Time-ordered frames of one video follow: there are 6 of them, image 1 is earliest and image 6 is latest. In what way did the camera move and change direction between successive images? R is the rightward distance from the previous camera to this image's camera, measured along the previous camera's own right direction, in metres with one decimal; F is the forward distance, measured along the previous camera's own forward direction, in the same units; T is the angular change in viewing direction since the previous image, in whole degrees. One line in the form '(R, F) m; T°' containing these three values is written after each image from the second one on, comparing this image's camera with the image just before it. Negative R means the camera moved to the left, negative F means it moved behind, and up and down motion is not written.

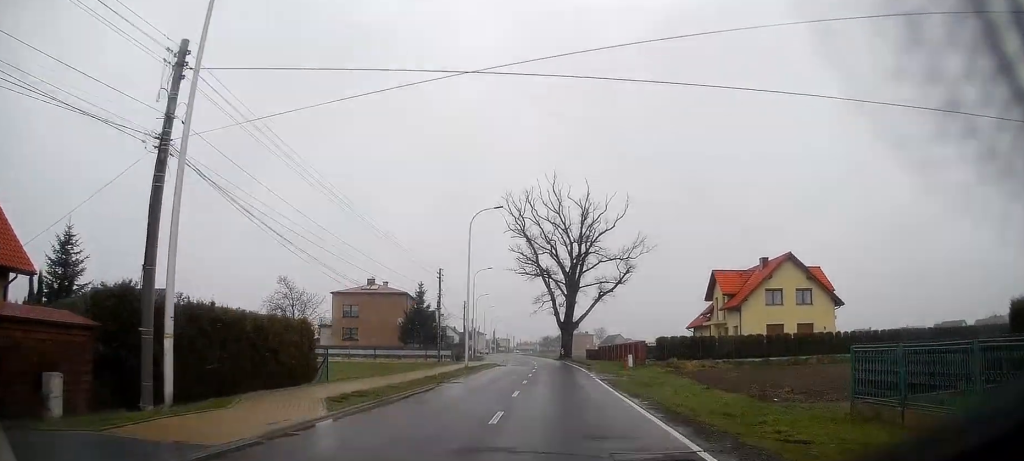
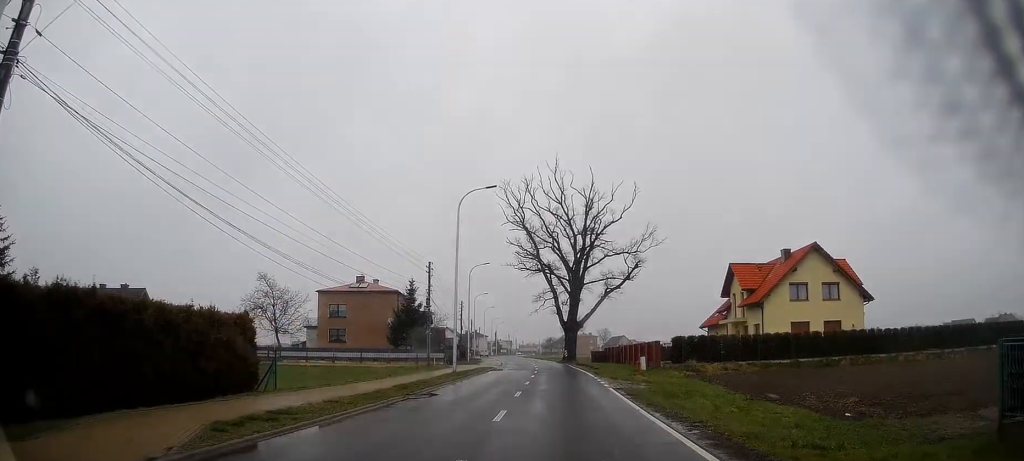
(0.0, +5.4) m; 0°
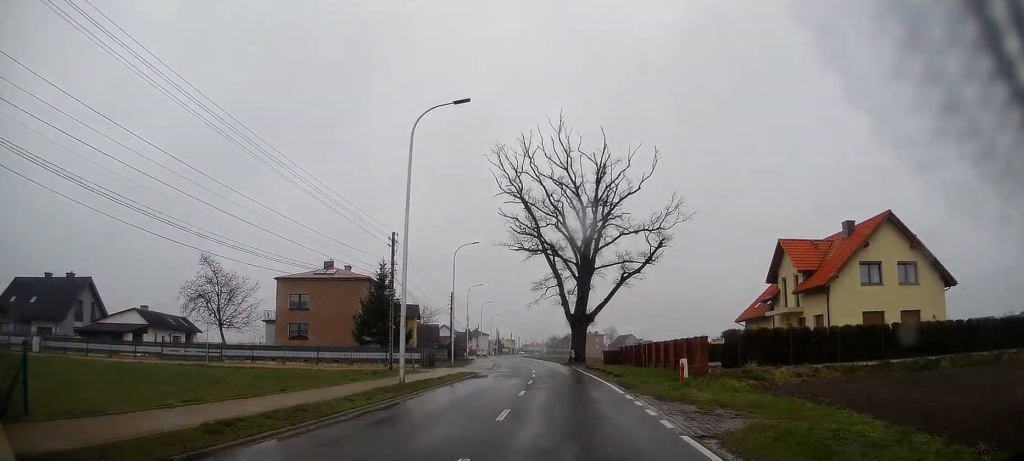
(-0.2, +12.0) m; 0°
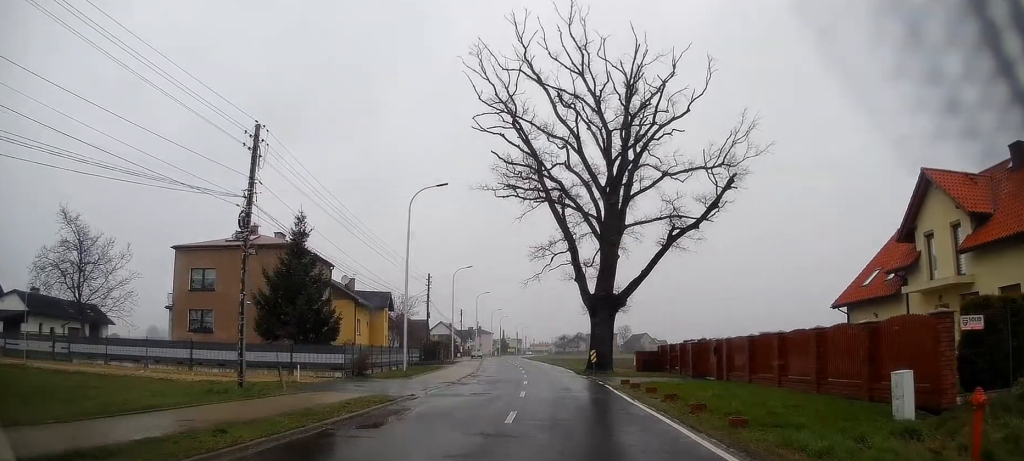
(+0.3, +18.0) m; 0°
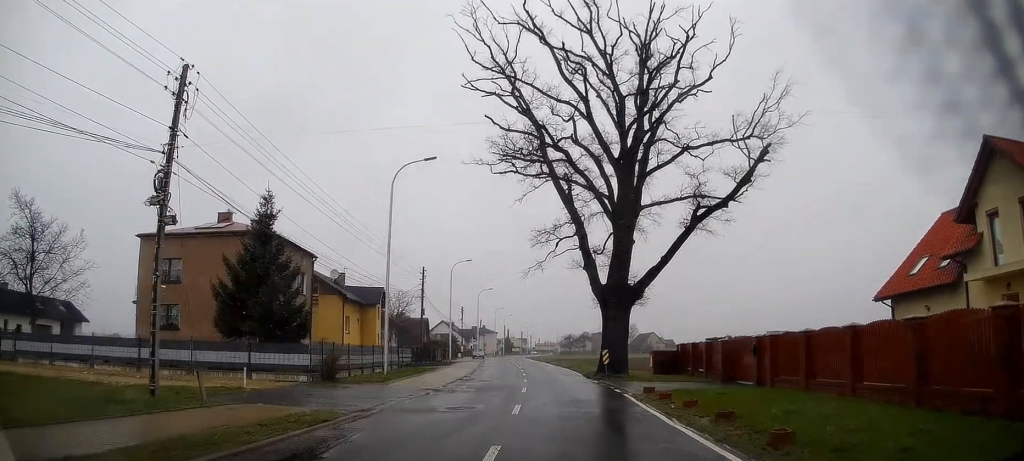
(0.0, +4.7) m; -1°
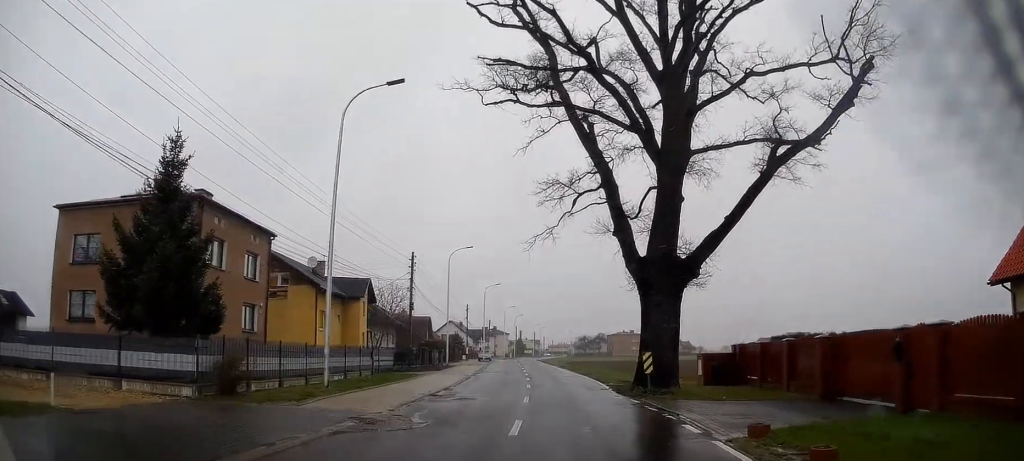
(-0.2, +9.3) m; -2°
